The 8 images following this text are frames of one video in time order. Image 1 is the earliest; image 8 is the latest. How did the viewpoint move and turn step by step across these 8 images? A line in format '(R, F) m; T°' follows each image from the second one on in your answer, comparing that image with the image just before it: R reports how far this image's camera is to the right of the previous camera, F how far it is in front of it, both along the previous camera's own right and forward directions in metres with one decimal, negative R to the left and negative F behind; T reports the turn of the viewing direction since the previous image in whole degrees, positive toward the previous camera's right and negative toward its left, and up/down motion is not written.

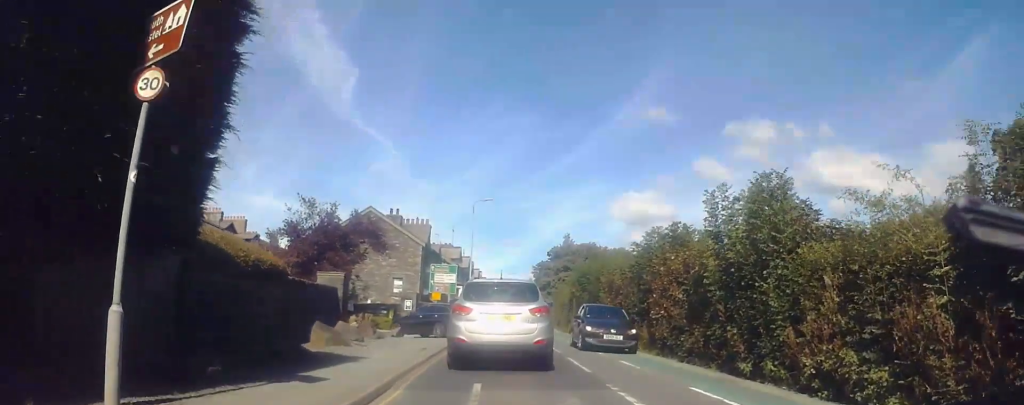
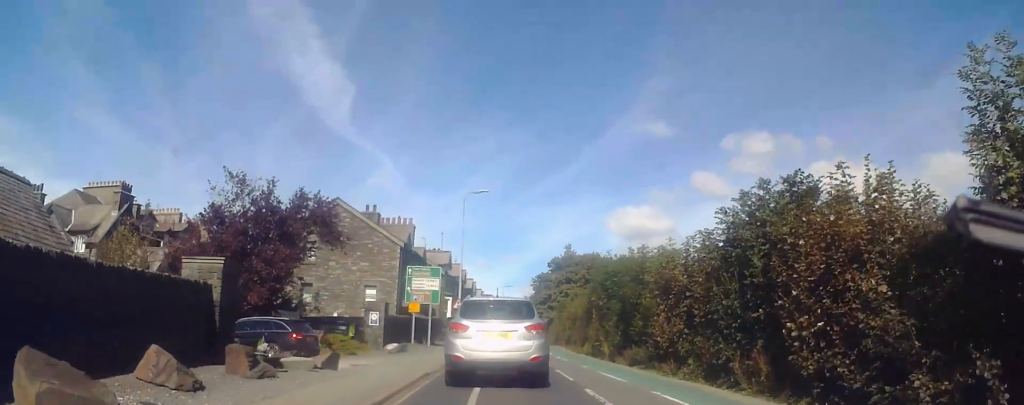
(-0.5, +10.7) m; -2°
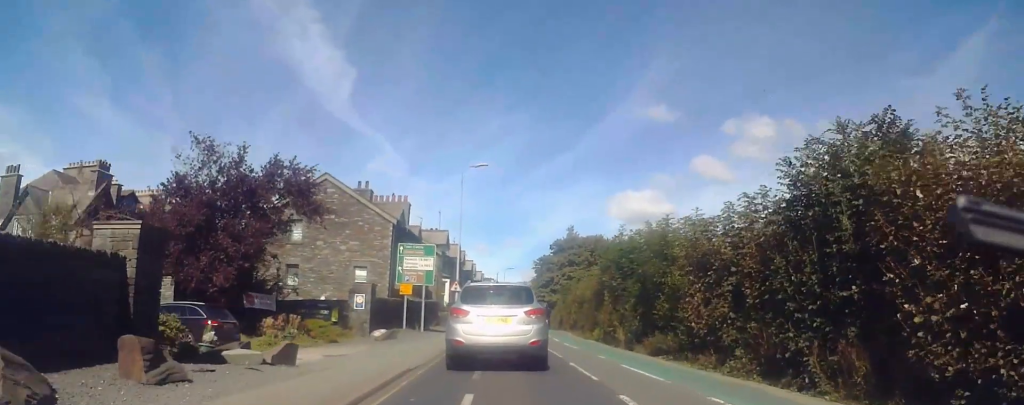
(+0.2, +3.5) m; 0°
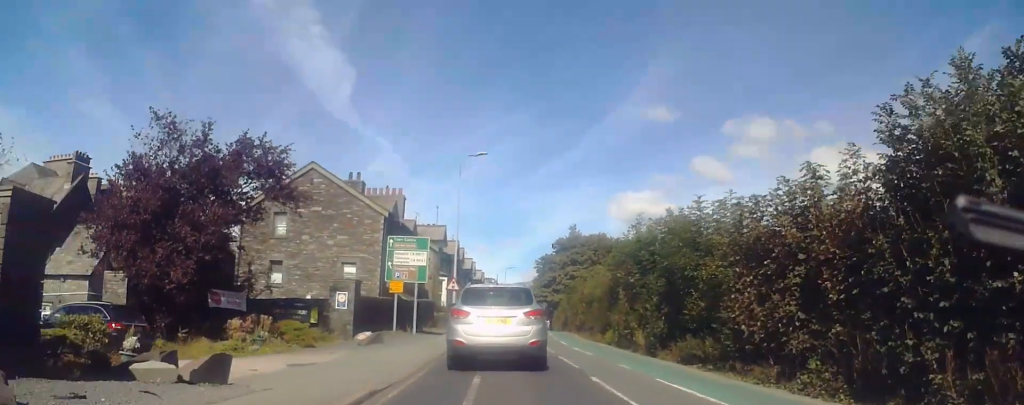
(+0.1, +3.3) m; 0°
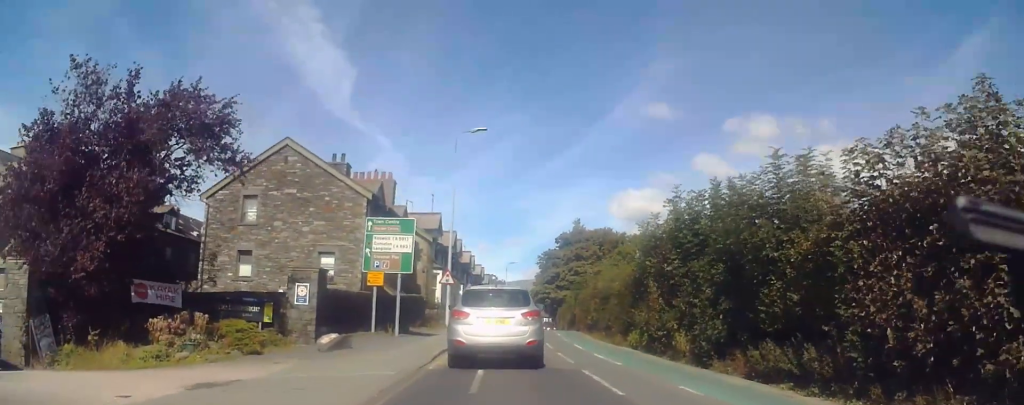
(-0.2, +5.0) m; +1°
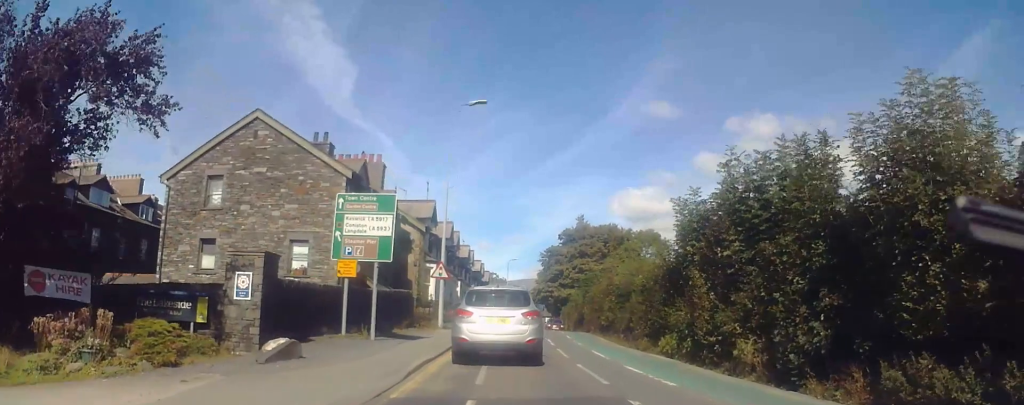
(+0.2, +4.6) m; 0°
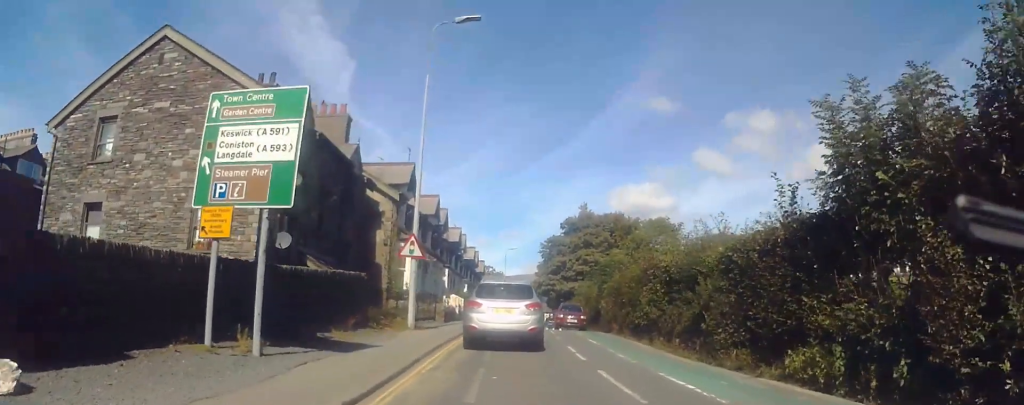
(-0.3, +9.1) m; -1°
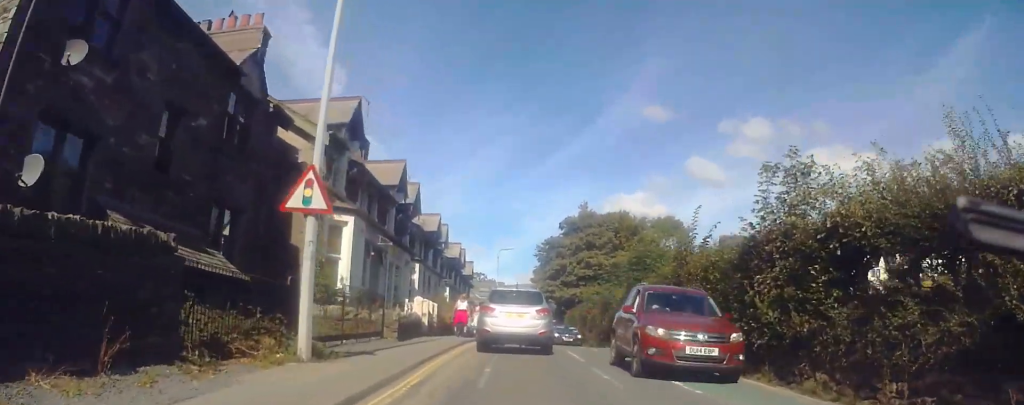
(+0.5, +10.9) m; +2°
